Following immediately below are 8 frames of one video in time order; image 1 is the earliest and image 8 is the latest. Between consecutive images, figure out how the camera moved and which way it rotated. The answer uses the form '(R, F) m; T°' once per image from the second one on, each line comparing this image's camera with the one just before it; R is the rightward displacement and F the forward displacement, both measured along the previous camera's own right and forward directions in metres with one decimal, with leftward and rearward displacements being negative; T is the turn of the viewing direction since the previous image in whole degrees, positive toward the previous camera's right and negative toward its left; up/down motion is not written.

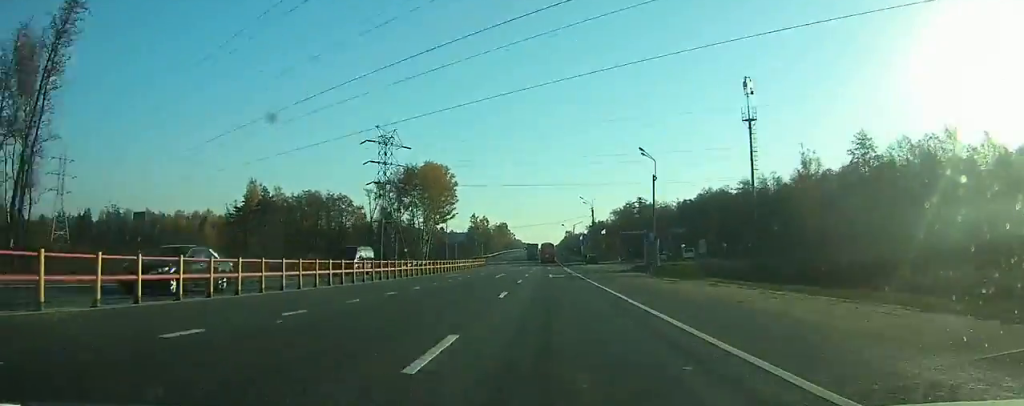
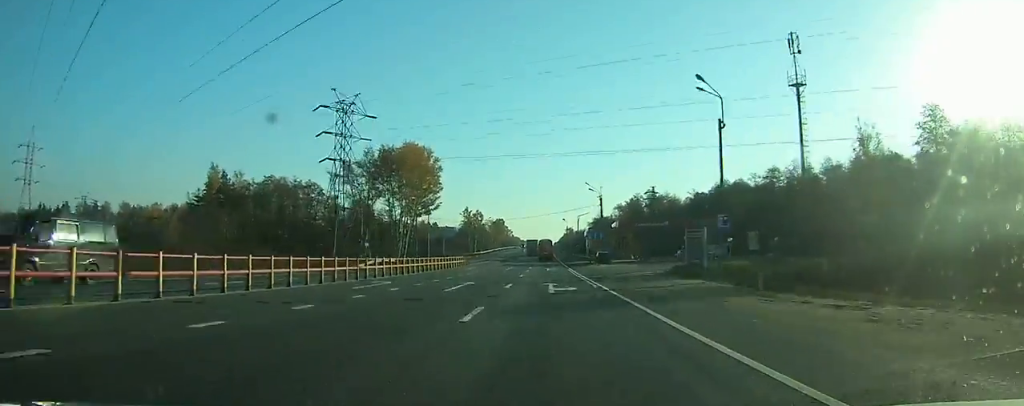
(0.0, +19.0) m; 0°
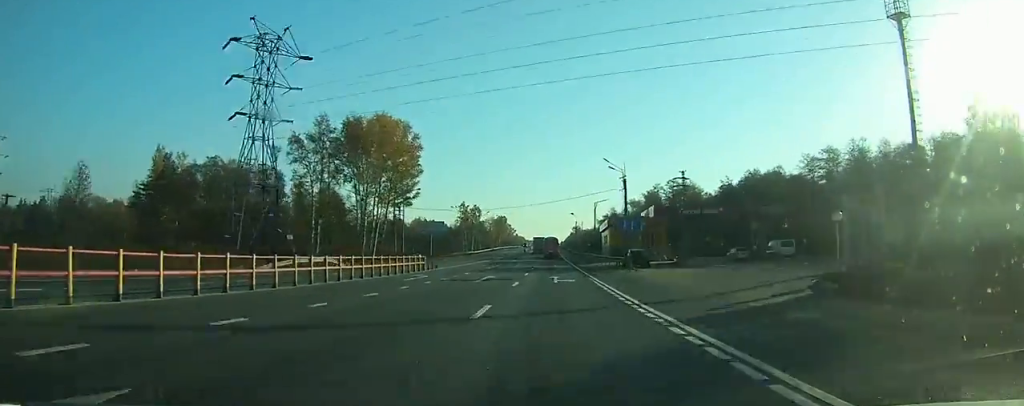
(0.0, +23.4) m; 0°
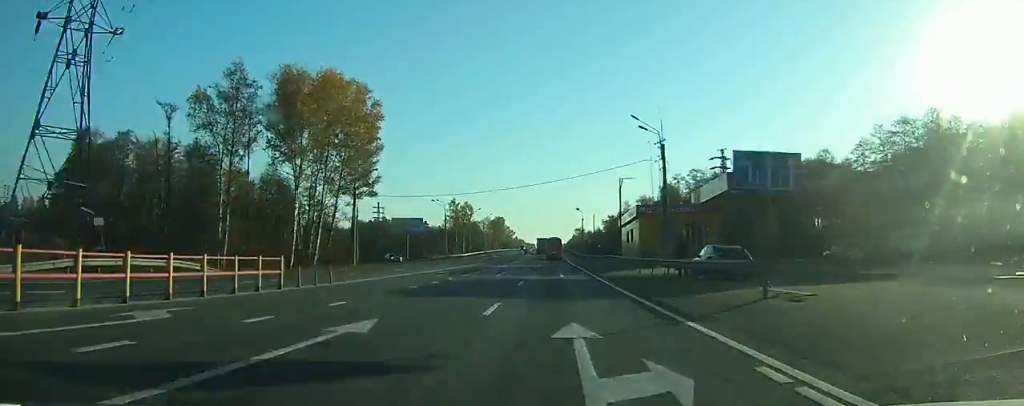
(-0.1, +23.3) m; 0°
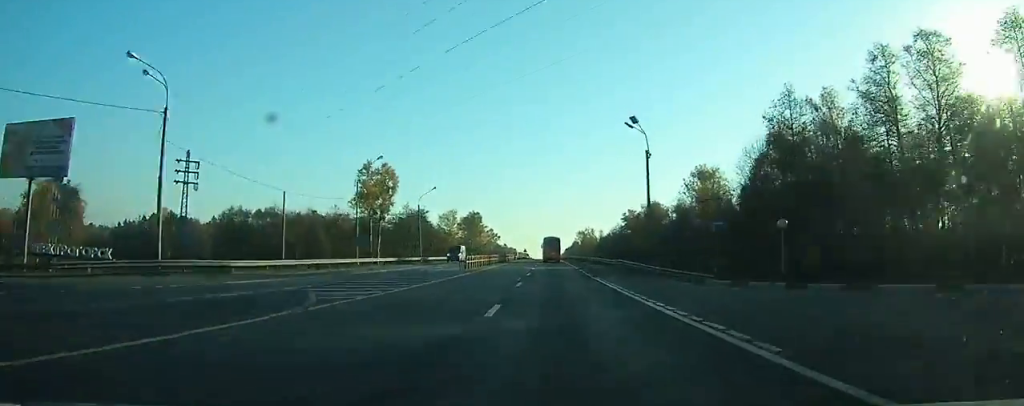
(-0.1, +84.7) m; 0°
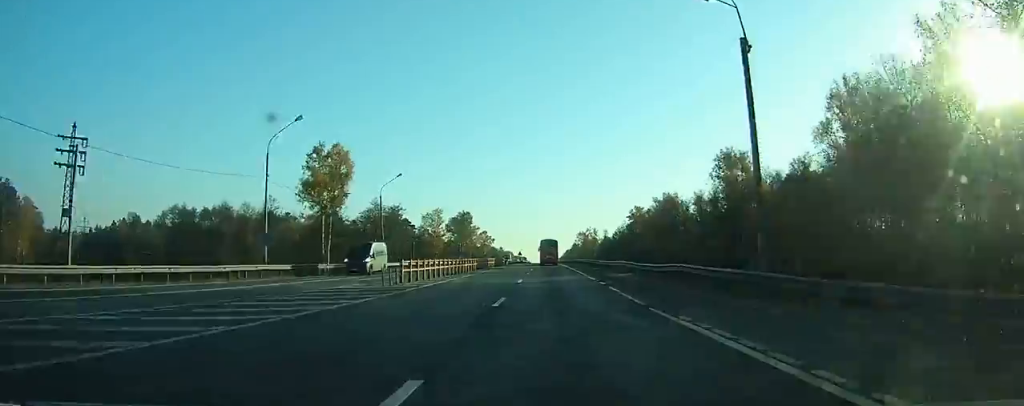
(0.0, +20.6) m; 0°
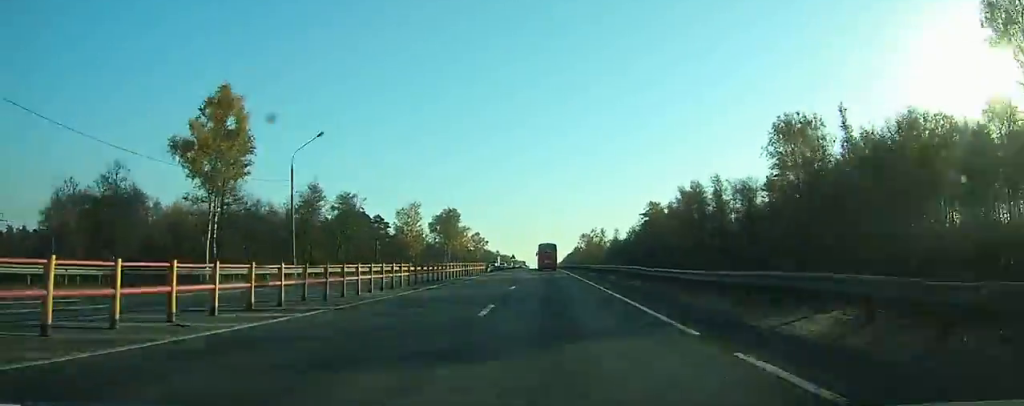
(+0.1, +26.7) m; 0°
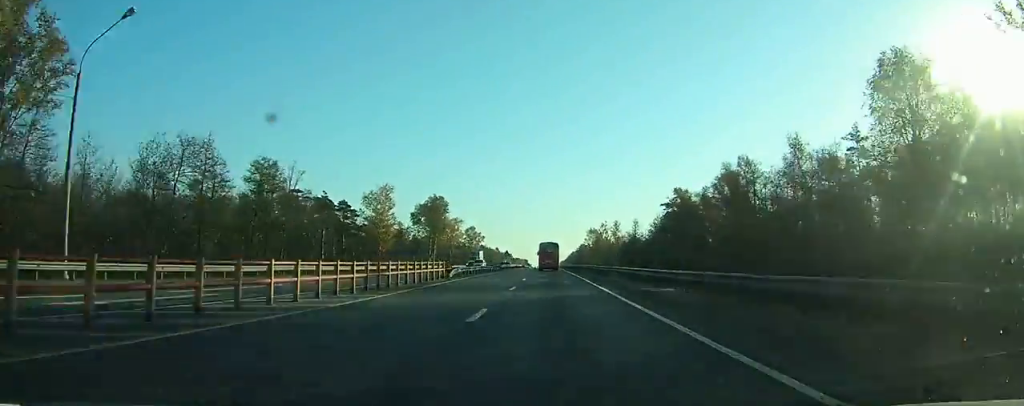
(-0.1, +25.4) m; 0°
